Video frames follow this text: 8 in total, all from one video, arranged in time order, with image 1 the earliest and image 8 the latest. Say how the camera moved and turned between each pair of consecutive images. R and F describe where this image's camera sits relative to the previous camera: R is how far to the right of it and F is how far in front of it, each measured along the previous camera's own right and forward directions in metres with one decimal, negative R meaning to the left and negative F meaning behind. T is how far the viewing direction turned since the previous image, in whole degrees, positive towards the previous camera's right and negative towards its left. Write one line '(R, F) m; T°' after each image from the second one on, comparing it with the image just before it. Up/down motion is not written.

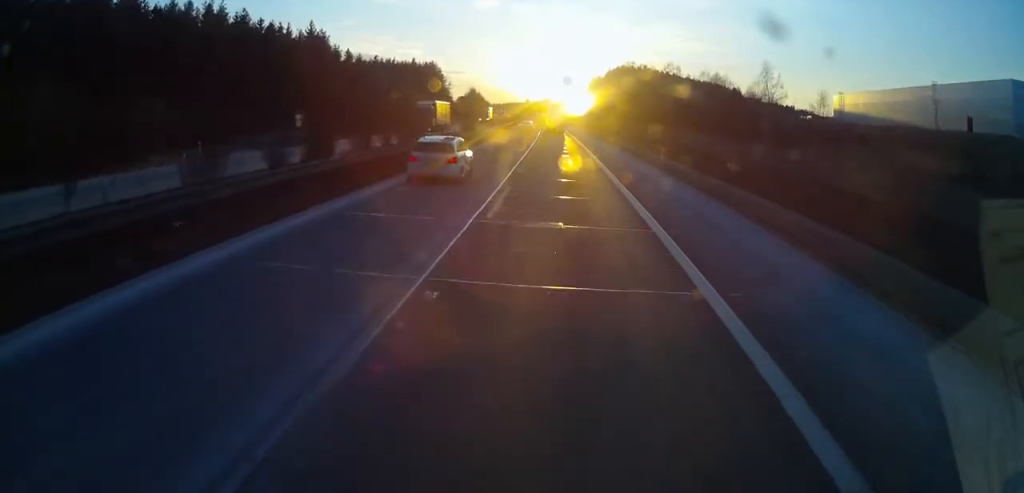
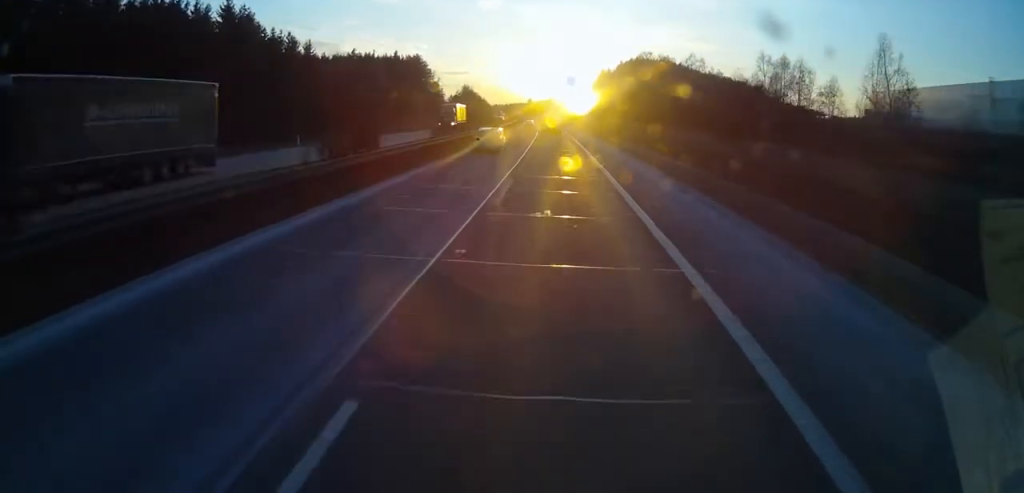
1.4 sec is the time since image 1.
(-0.6, +33.8) m; -2°
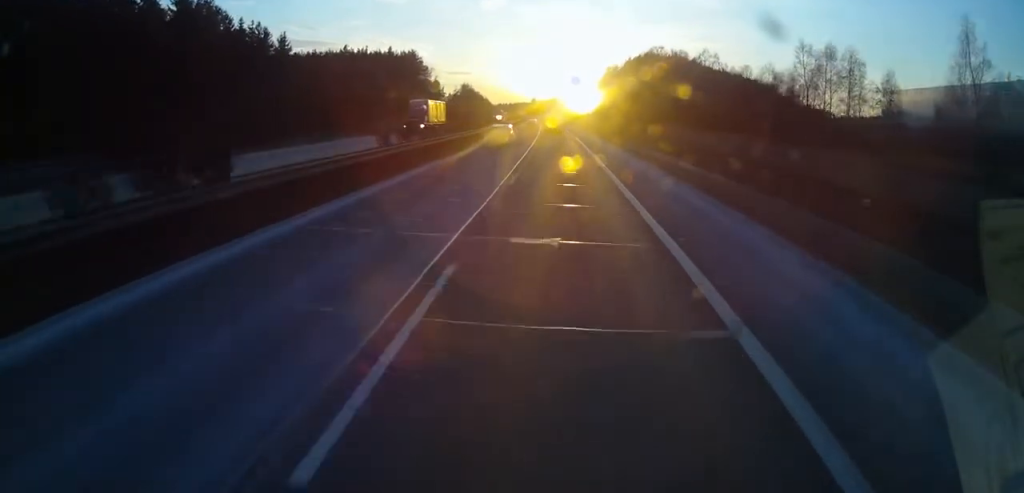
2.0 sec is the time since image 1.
(0.0, +13.3) m; 0°
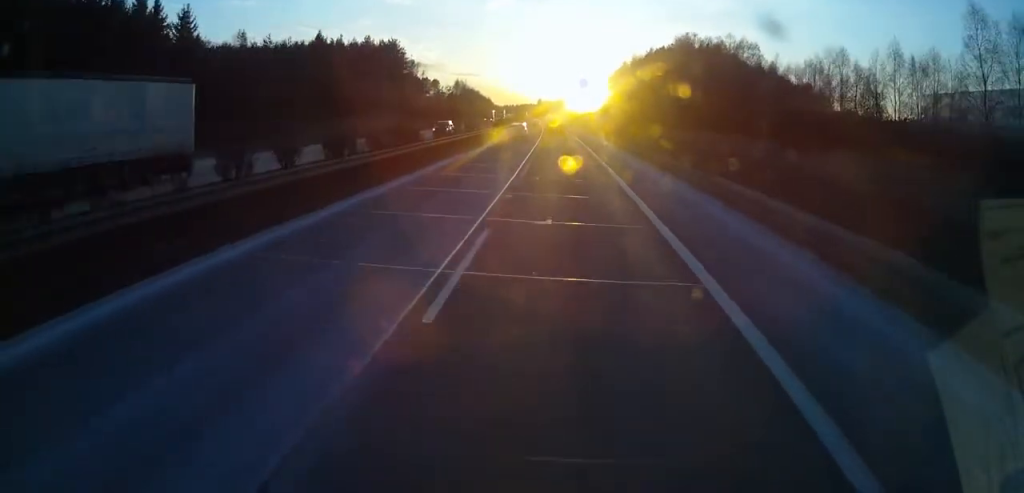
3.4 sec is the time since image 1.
(0.0, +32.9) m; 0°
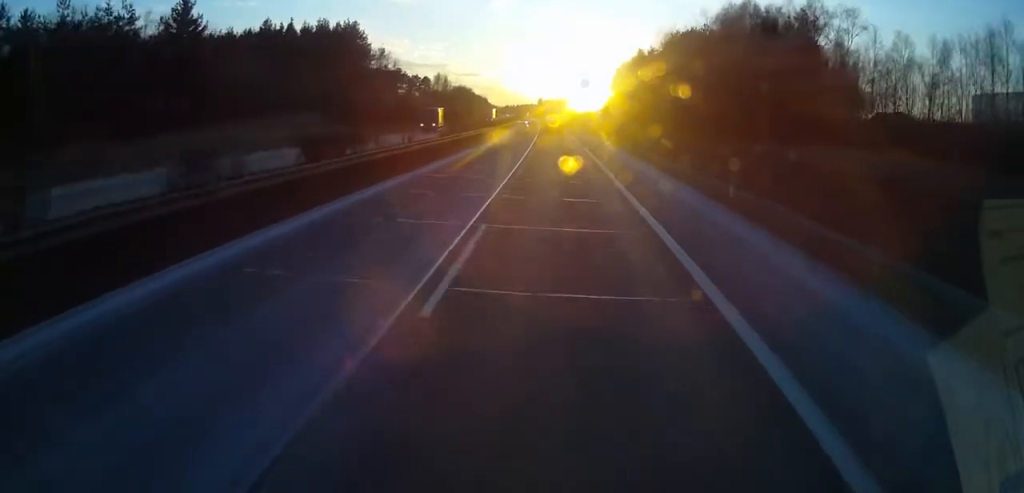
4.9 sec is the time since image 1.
(-0.1, +35.8) m; 0°
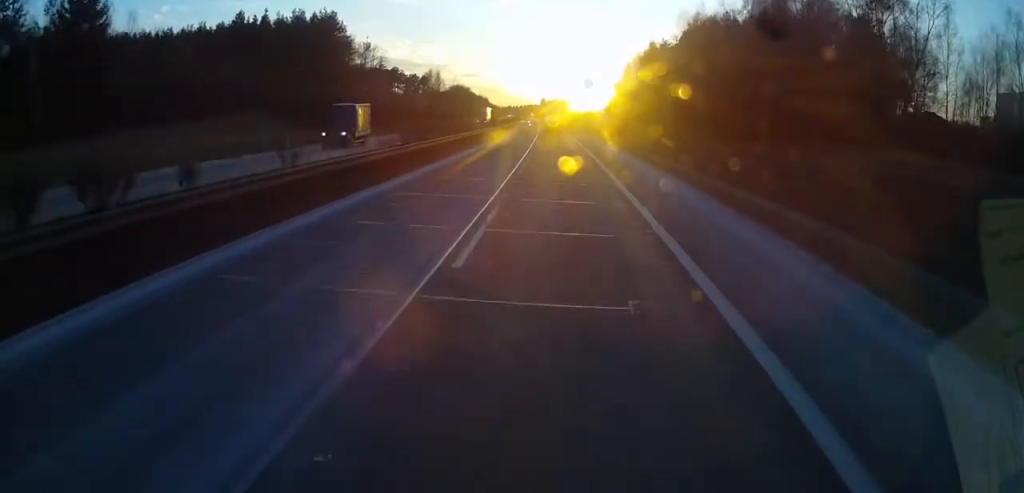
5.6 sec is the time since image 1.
(+0.3, +15.5) m; 0°
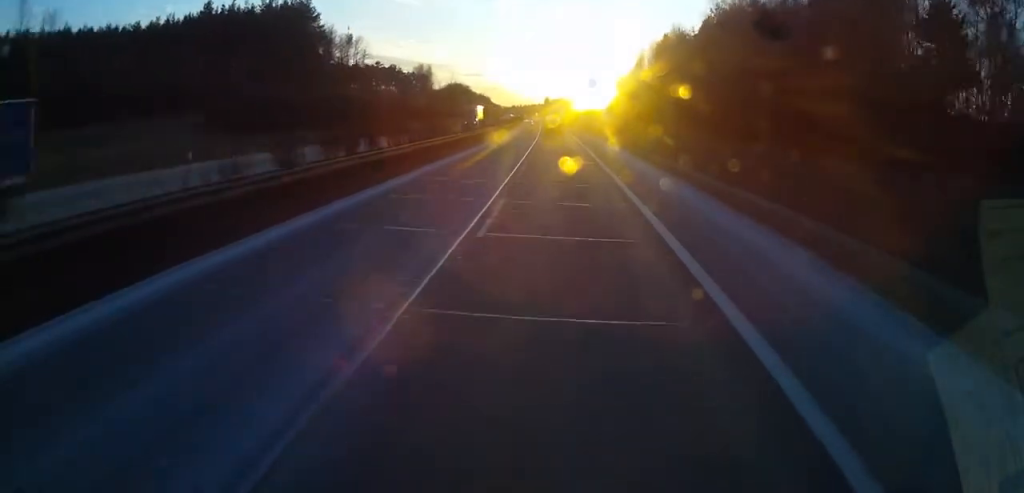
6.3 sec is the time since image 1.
(-0.4, +15.5) m; -1°
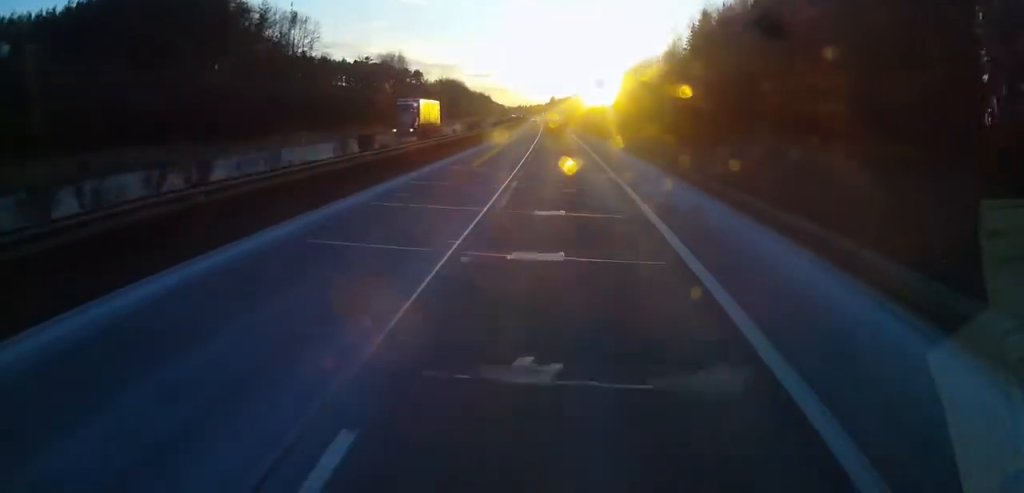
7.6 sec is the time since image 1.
(-0.2, +31.8) m; 0°
